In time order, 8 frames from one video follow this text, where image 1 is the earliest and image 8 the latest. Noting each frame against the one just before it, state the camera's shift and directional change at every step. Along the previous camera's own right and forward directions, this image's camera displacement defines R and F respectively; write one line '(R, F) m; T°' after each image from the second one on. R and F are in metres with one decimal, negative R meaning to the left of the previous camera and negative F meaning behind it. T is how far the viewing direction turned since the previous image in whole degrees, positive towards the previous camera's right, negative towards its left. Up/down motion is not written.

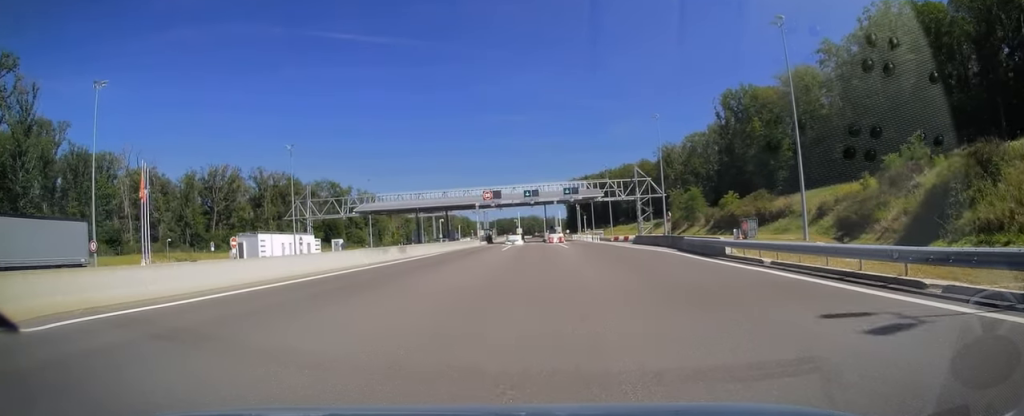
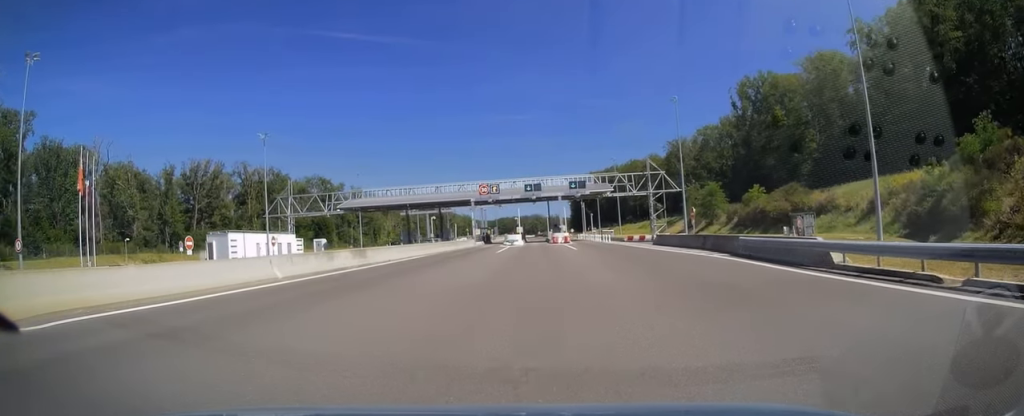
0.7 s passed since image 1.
(-0.1, +9.6) m; 0°
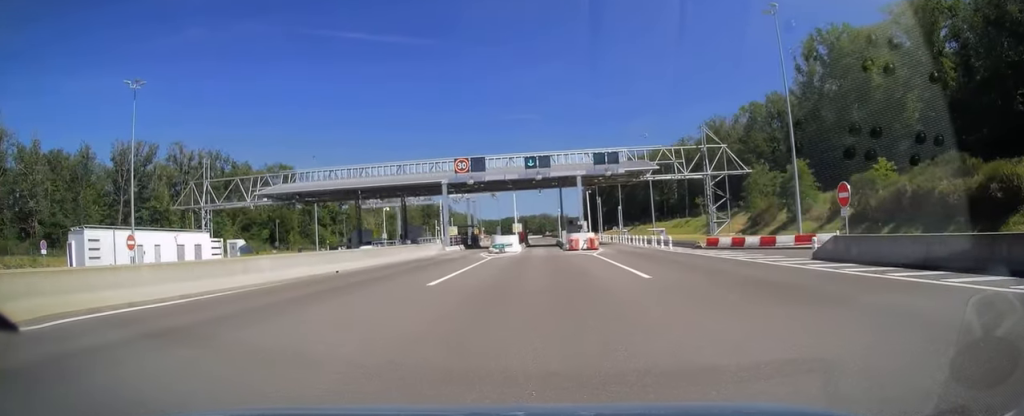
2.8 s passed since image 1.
(-0.1, +28.8) m; -1°
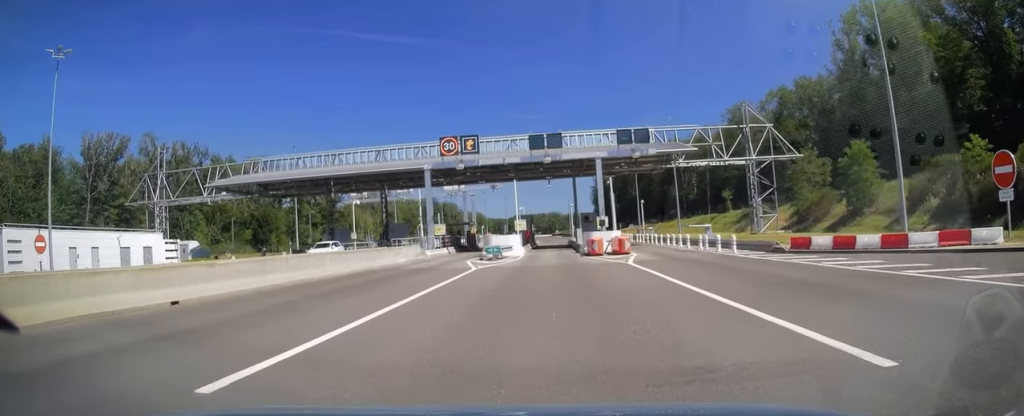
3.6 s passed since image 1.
(-0.1, +11.1) m; -1°
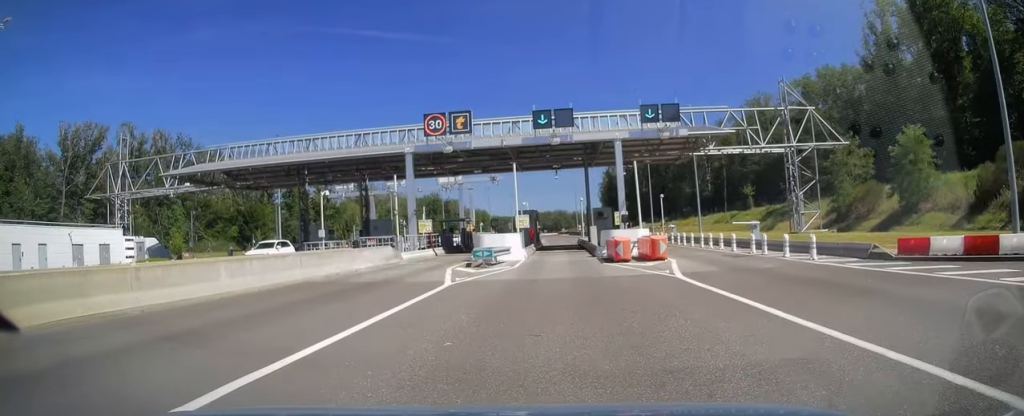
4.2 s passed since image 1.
(+0.1, +7.4) m; 0°
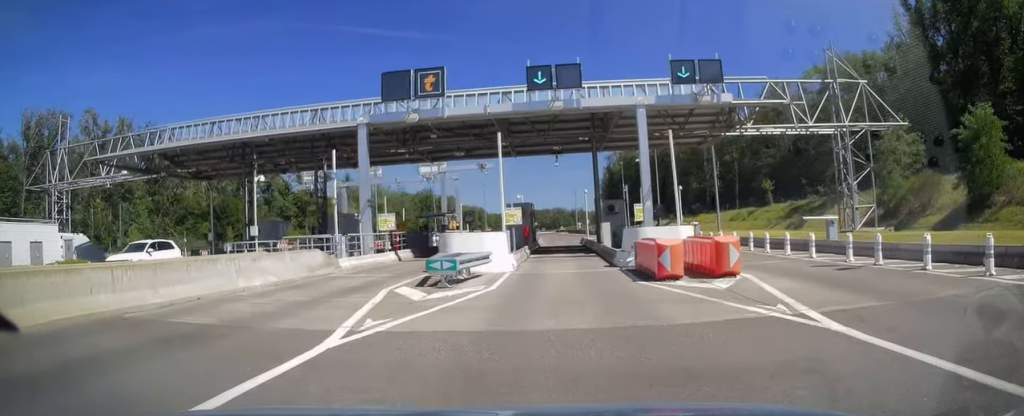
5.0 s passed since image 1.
(-0.1, +8.5) m; +1°
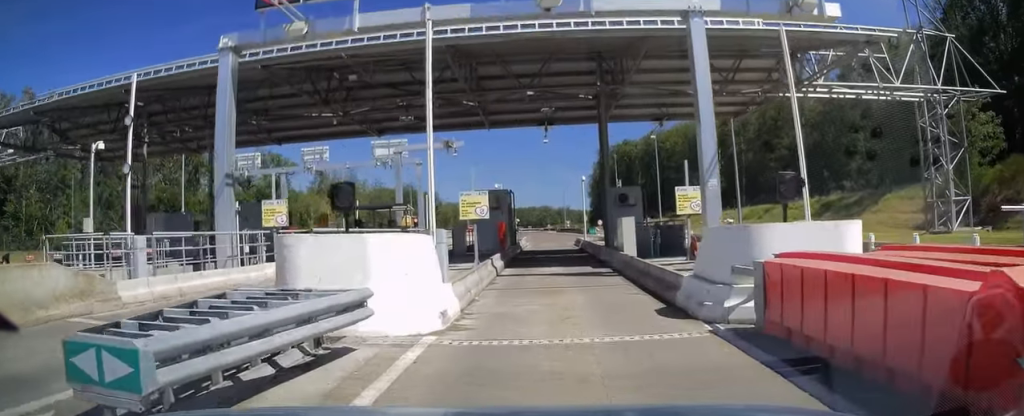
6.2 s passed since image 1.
(+0.3, +12.1) m; +2°
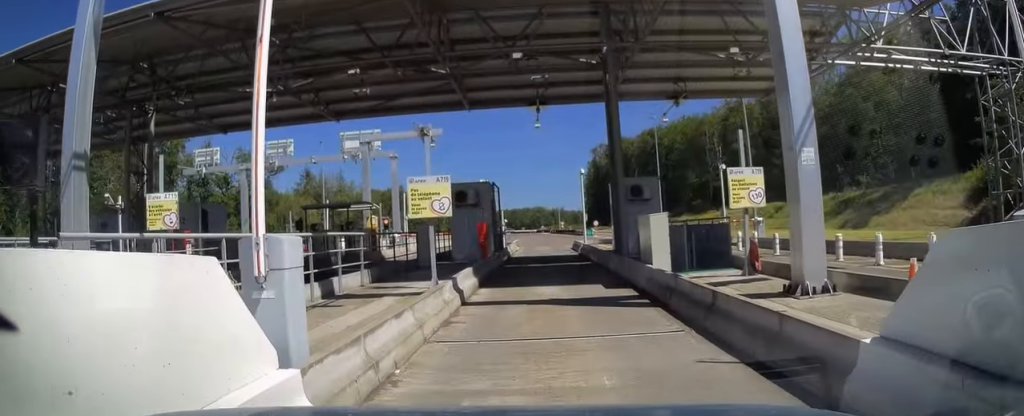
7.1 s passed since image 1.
(0.0, +6.2) m; +2°
